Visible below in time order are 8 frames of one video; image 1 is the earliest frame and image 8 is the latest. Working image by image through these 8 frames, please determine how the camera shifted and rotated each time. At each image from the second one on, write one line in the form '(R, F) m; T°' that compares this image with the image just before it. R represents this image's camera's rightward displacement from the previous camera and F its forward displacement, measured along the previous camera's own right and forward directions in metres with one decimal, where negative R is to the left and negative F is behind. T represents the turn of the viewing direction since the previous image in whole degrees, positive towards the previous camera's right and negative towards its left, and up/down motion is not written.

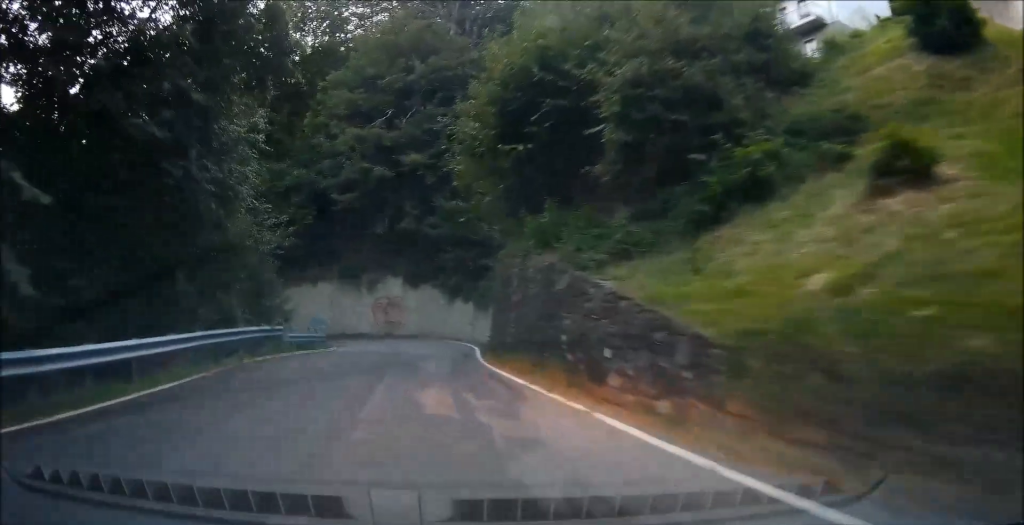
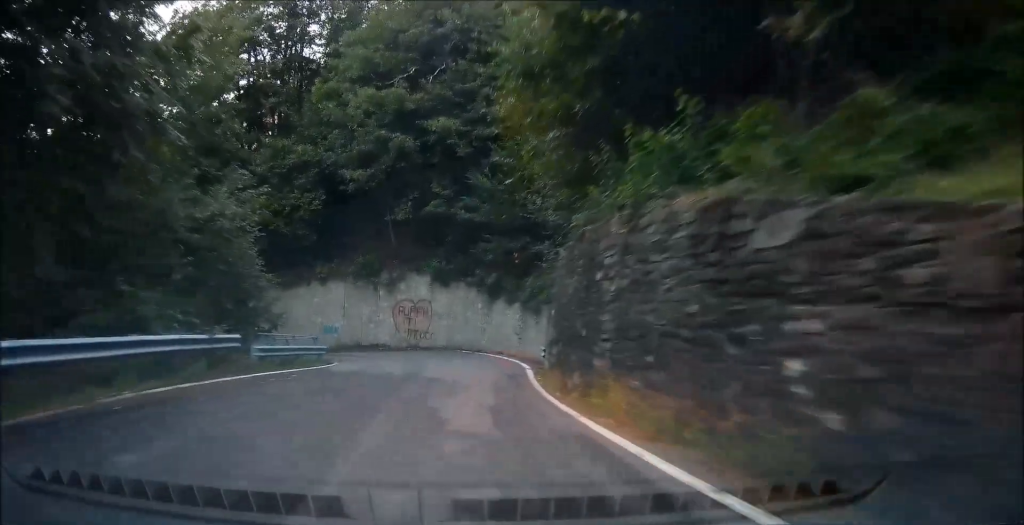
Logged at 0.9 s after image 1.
(-0.3, +7.9) m; 0°
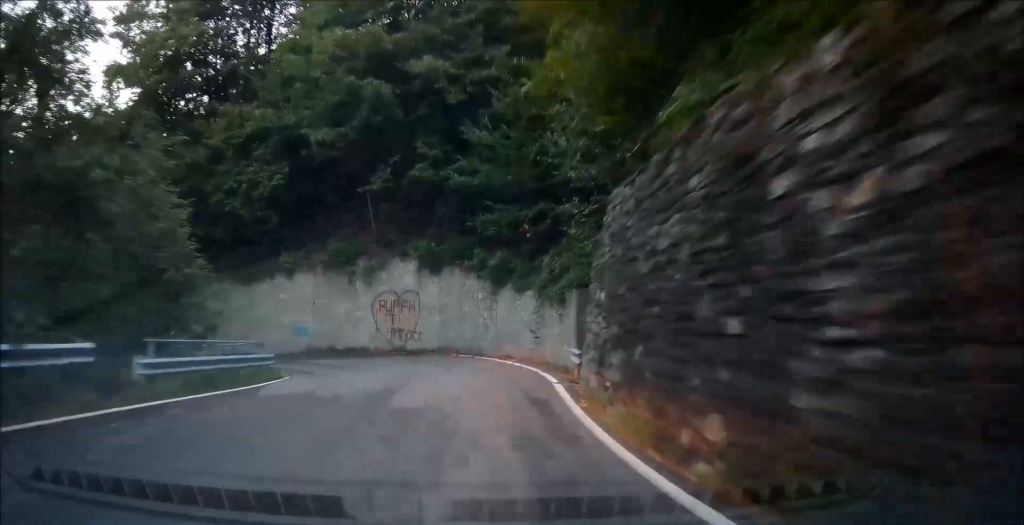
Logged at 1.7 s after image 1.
(+0.3, +6.9) m; 0°
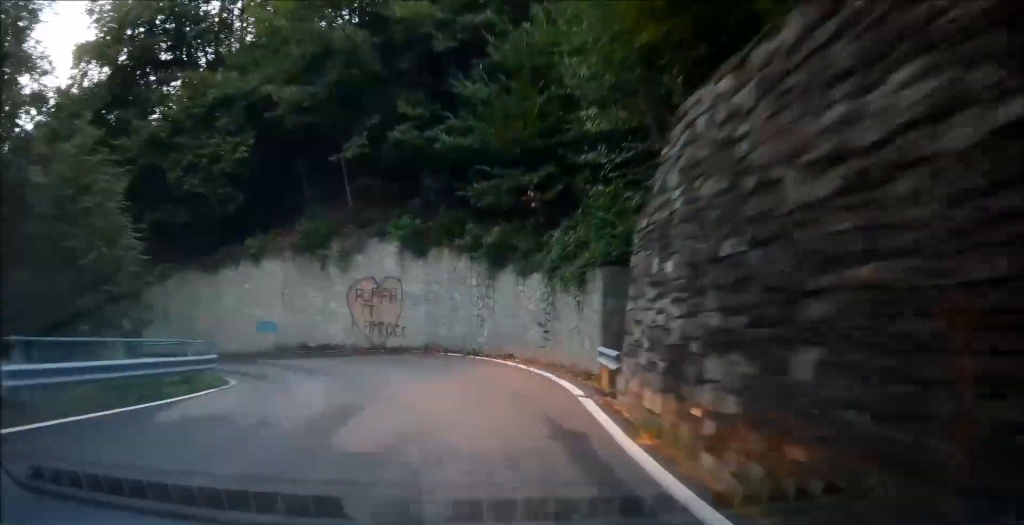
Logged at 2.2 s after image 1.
(0.0, +3.9) m; 0°
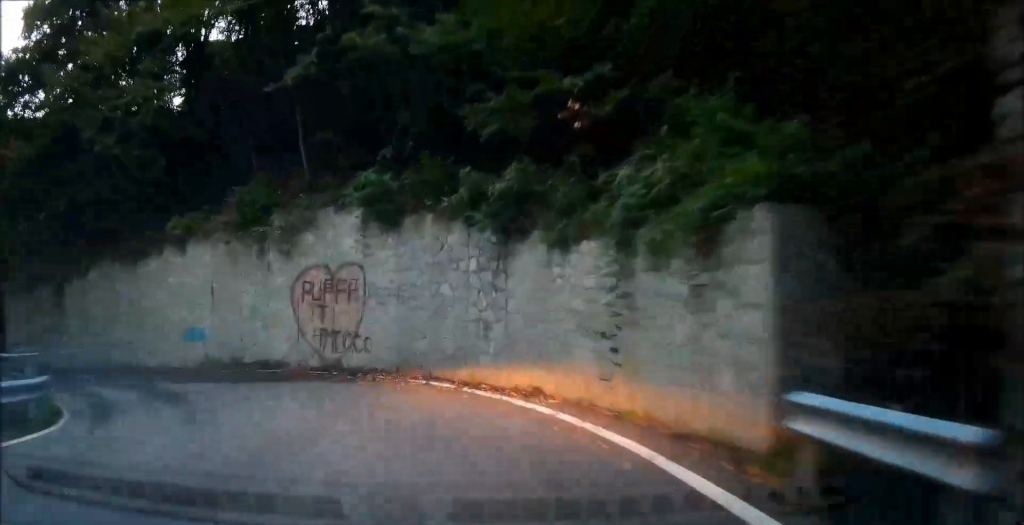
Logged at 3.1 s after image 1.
(-0.3, +7.1) m; -2°
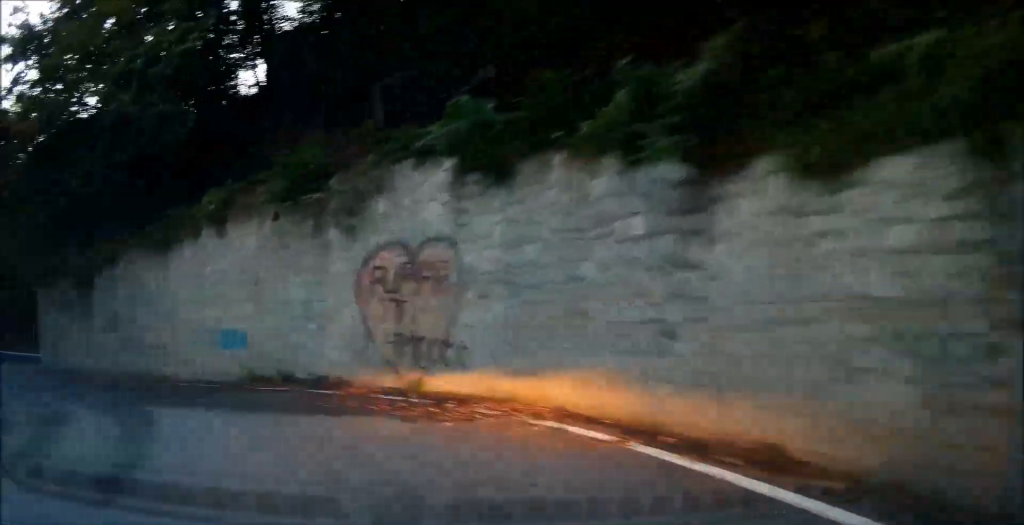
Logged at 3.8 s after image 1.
(+0.1, +5.1) m; -2°
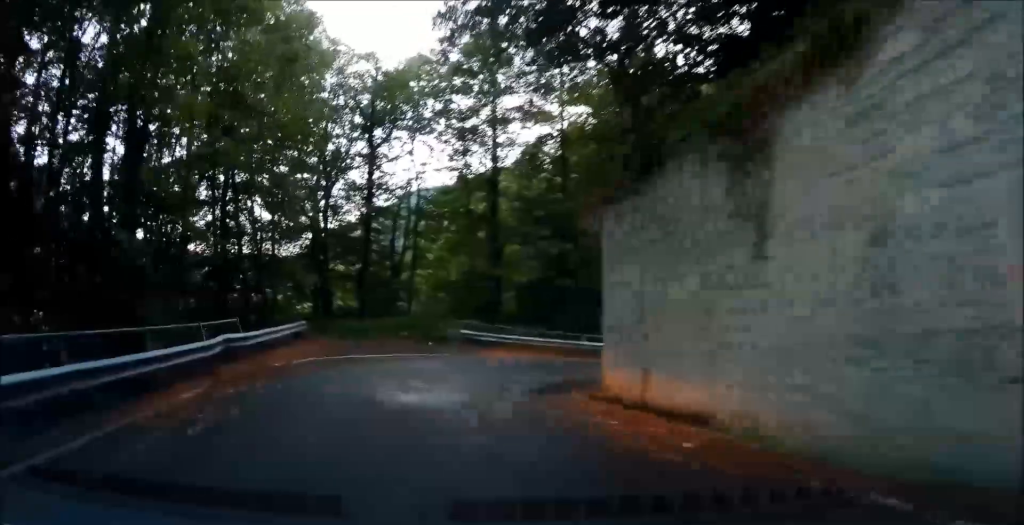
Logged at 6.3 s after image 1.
(-4.4, +15.0) m; -32°
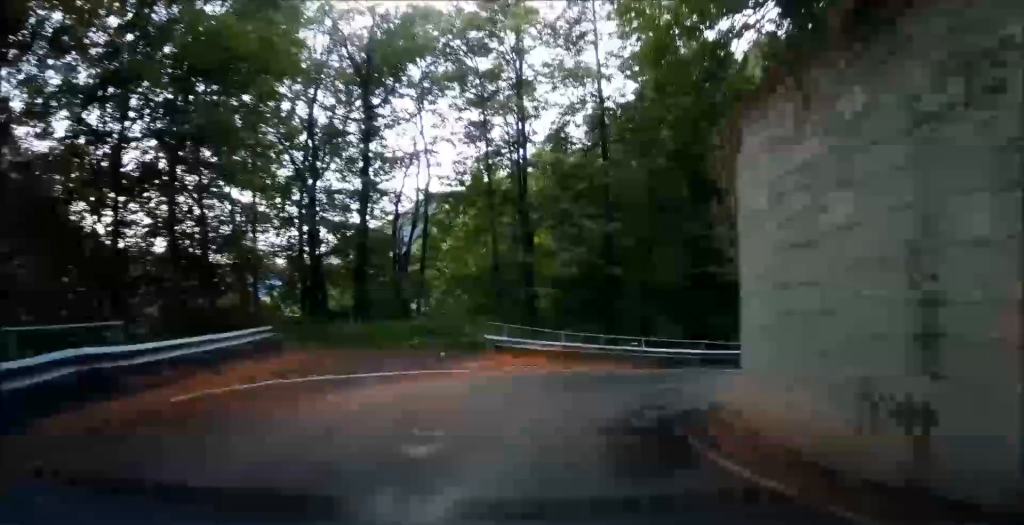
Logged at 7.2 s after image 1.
(-0.3, +5.8) m; 0°
